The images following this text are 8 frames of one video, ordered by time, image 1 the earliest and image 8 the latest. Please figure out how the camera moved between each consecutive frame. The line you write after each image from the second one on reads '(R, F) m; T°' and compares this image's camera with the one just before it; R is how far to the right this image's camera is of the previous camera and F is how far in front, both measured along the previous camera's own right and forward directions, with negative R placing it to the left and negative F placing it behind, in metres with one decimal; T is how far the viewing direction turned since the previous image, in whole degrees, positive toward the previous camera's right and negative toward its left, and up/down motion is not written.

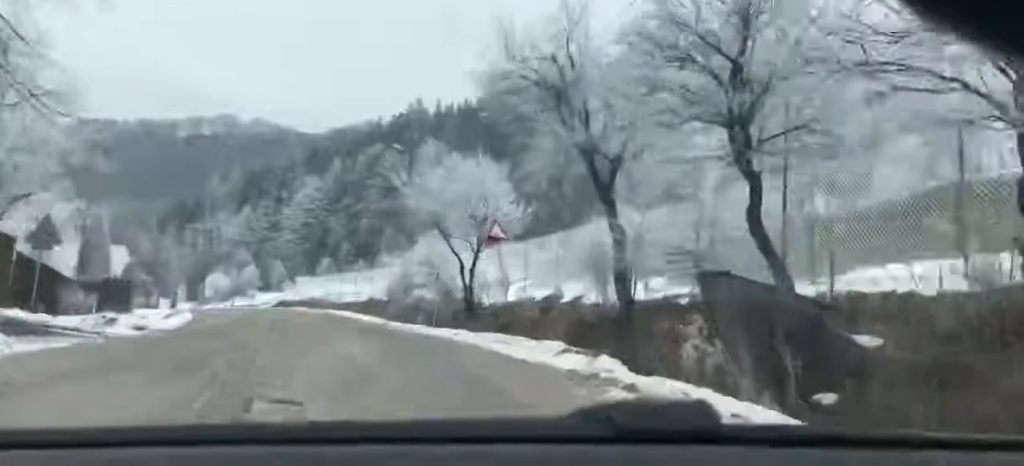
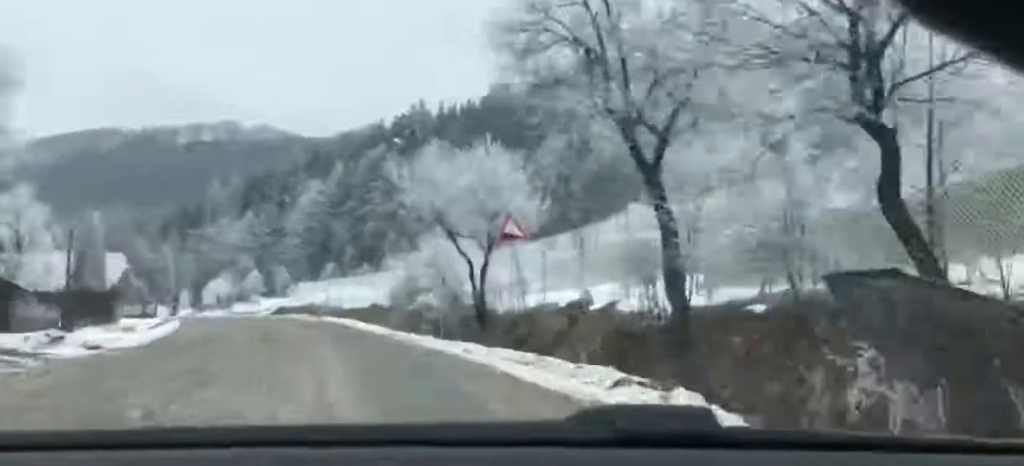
(-0.2, +3.1) m; 0°
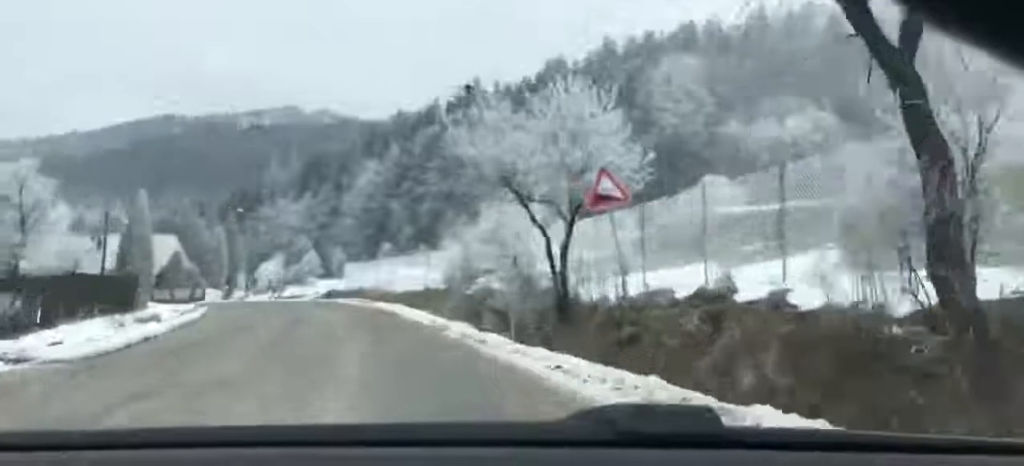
(+0.3, +6.0) m; 0°
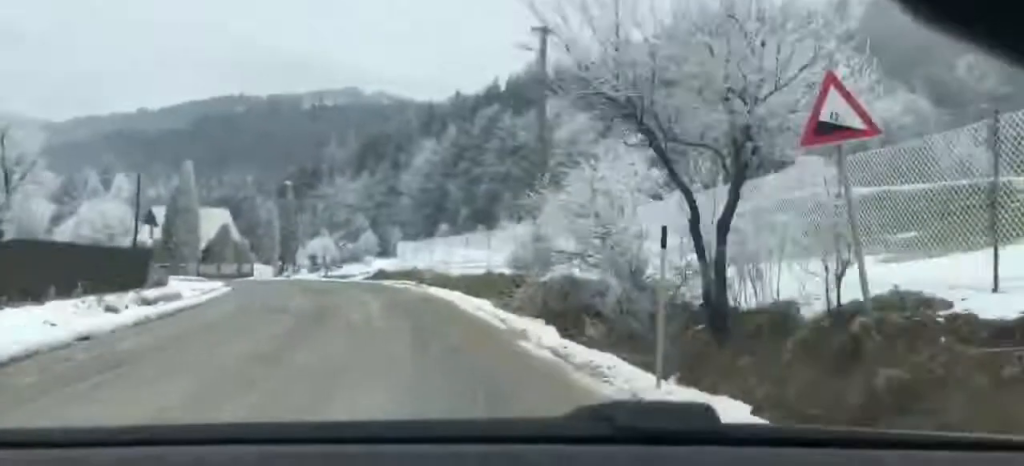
(-0.2, +7.1) m; 0°
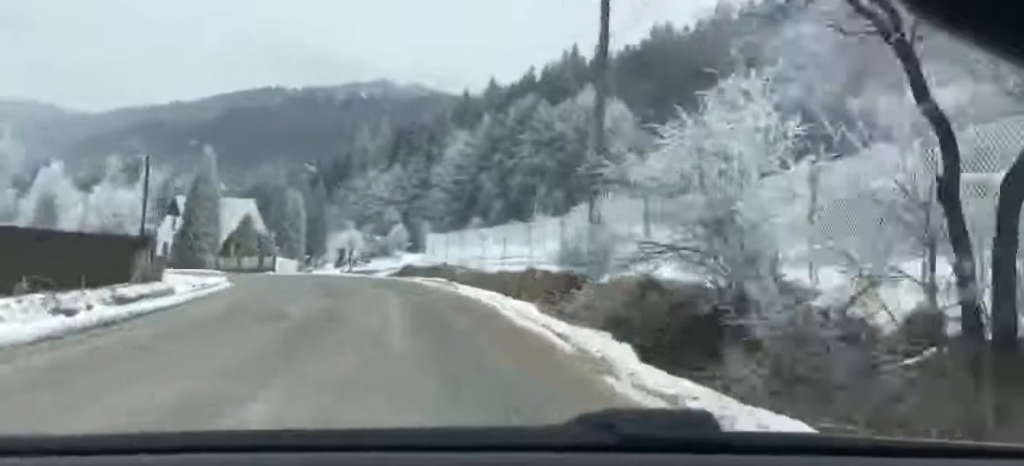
(+0.1, +5.3) m; +1°
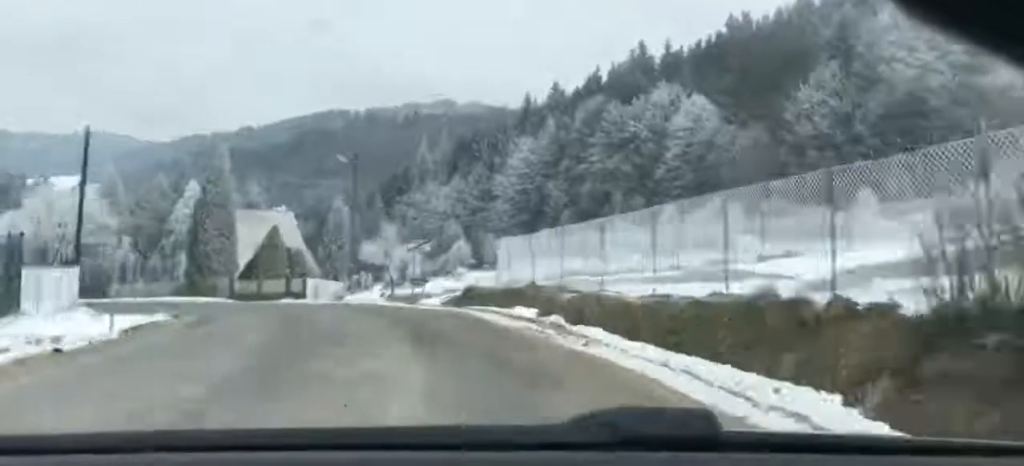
(-0.6, +16.3) m; -10°
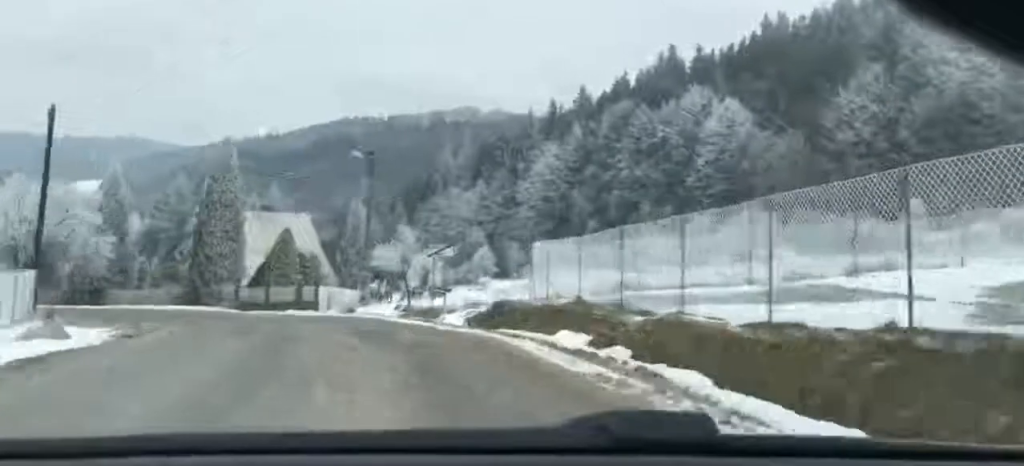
(-0.2, +4.2) m; -3°
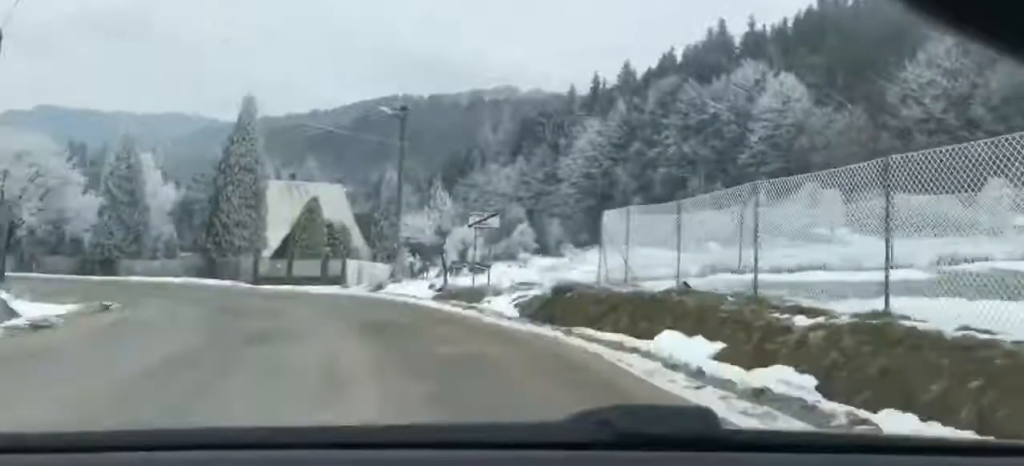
(-0.2, +4.3) m; 0°
